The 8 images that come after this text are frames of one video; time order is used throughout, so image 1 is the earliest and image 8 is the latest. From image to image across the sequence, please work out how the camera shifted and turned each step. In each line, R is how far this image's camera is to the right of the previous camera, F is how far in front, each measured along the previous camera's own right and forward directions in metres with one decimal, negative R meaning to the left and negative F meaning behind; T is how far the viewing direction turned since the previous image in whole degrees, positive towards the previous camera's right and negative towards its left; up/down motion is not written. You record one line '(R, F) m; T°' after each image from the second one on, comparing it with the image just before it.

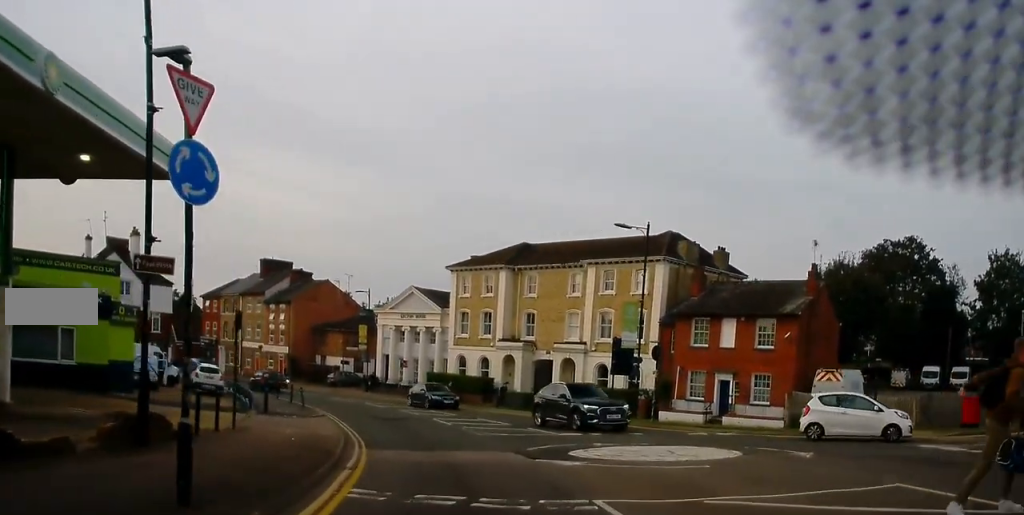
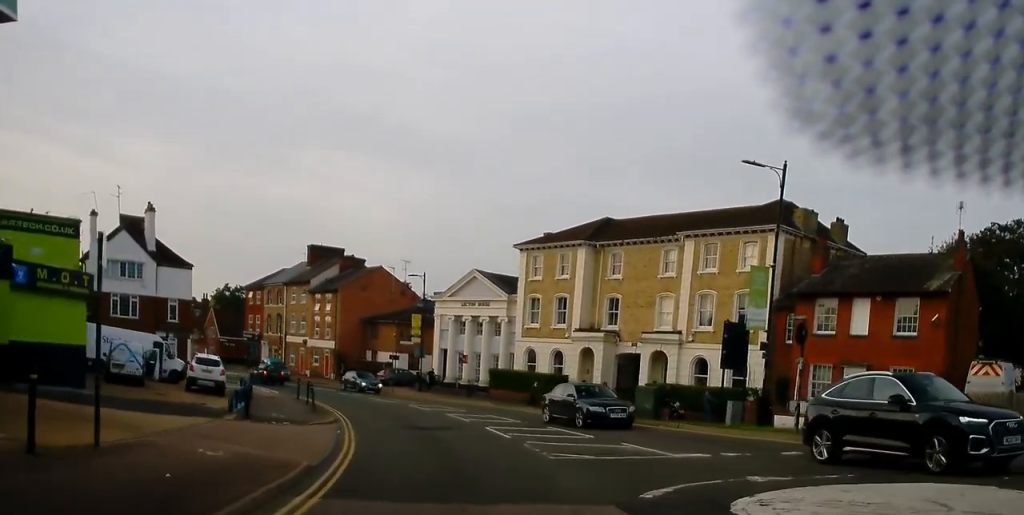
(-0.1, +9.3) m; -4°
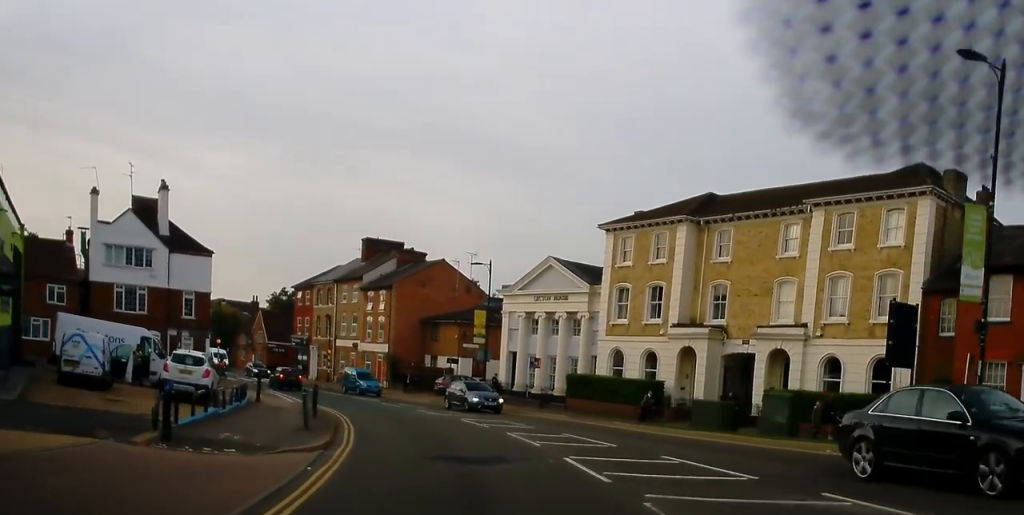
(-0.6, +9.1) m; -6°
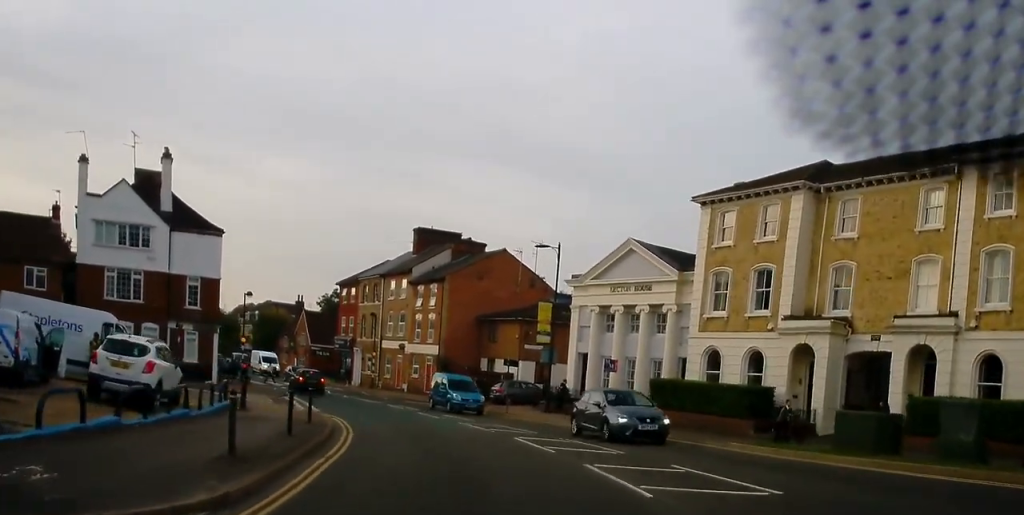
(-0.4, +8.3) m; -4°
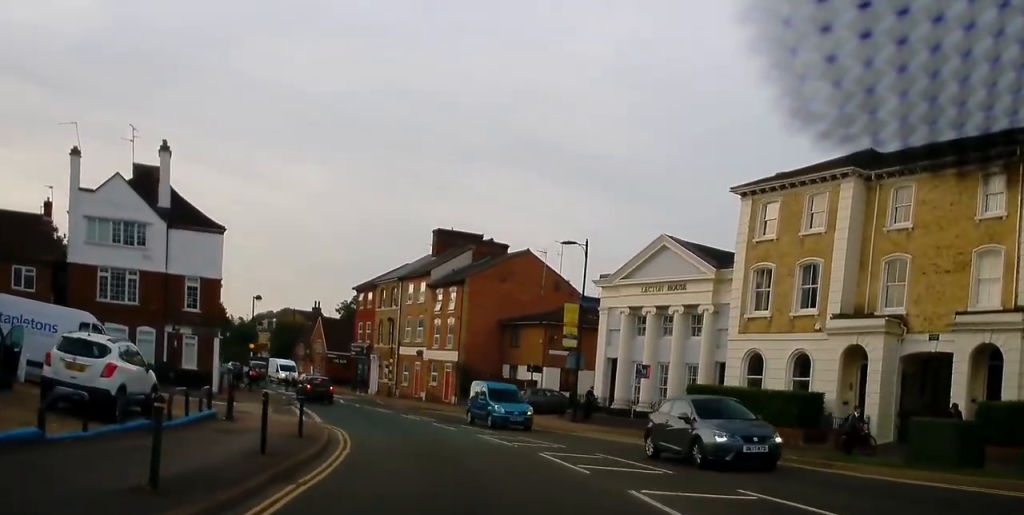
(0.0, +3.1) m; -1°
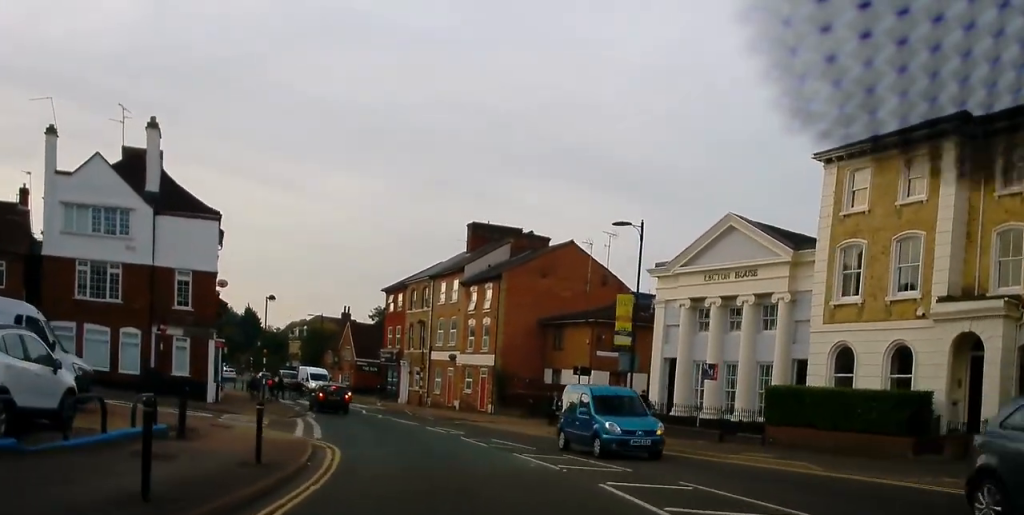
(0.0, +5.4) m; -2°
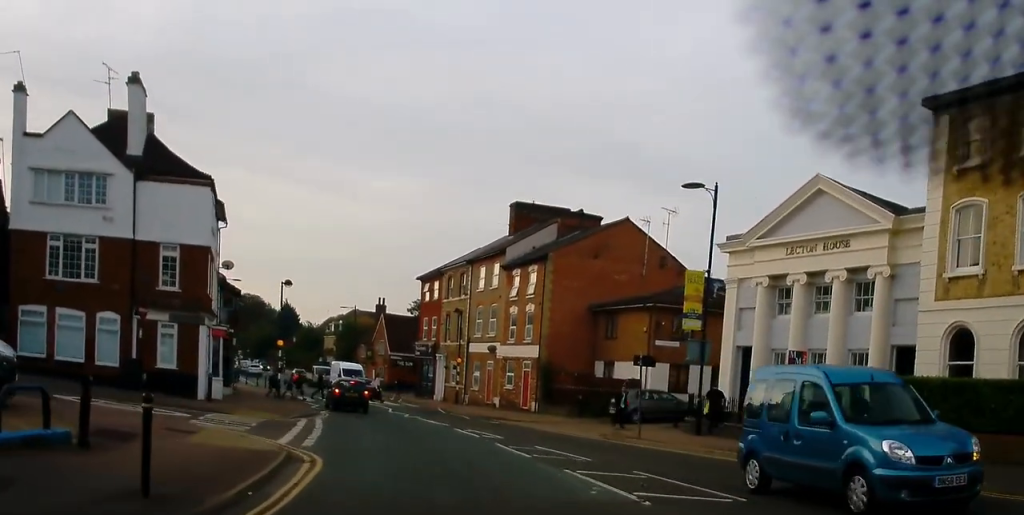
(-0.2, +5.2) m; -4°
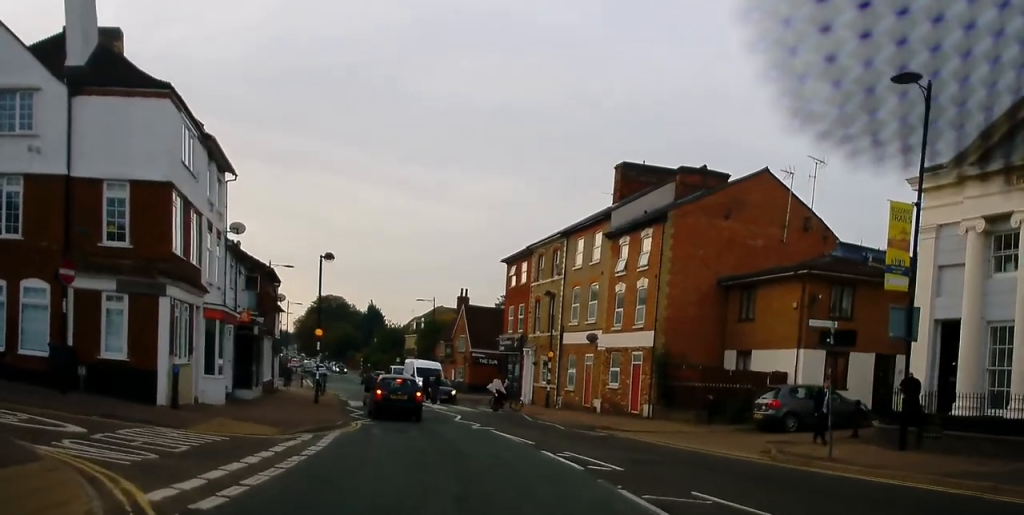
(-0.6, +9.5) m; -9°
